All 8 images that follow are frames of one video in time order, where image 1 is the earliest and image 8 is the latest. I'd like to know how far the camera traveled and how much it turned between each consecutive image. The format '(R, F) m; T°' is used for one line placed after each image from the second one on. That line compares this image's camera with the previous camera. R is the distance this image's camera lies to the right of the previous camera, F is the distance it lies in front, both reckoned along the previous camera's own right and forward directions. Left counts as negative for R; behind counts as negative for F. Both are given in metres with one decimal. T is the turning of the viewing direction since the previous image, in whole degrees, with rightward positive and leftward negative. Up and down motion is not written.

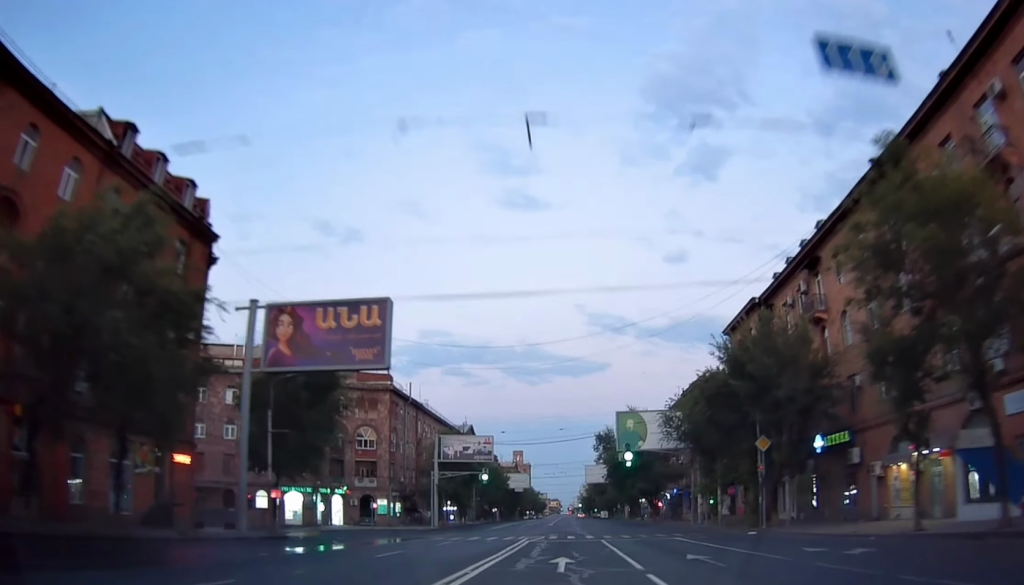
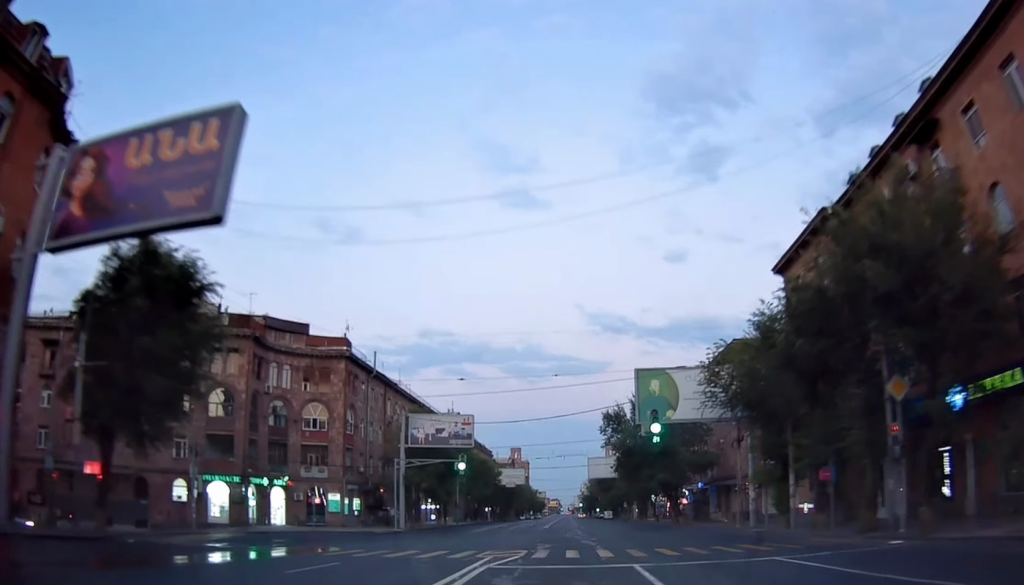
(-0.7, +16.6) m; +1°
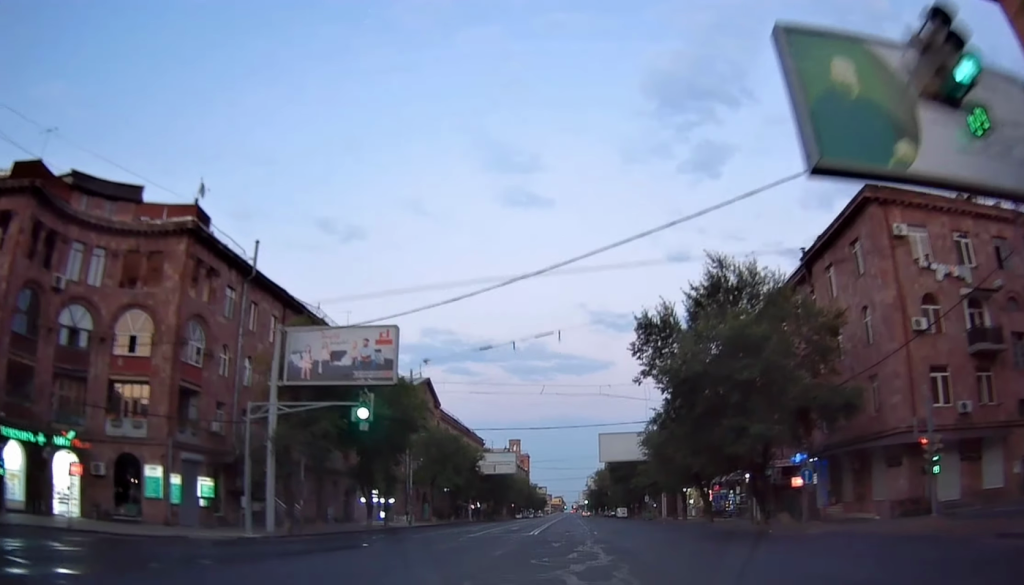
(+0.6, +29.7) m; 0°
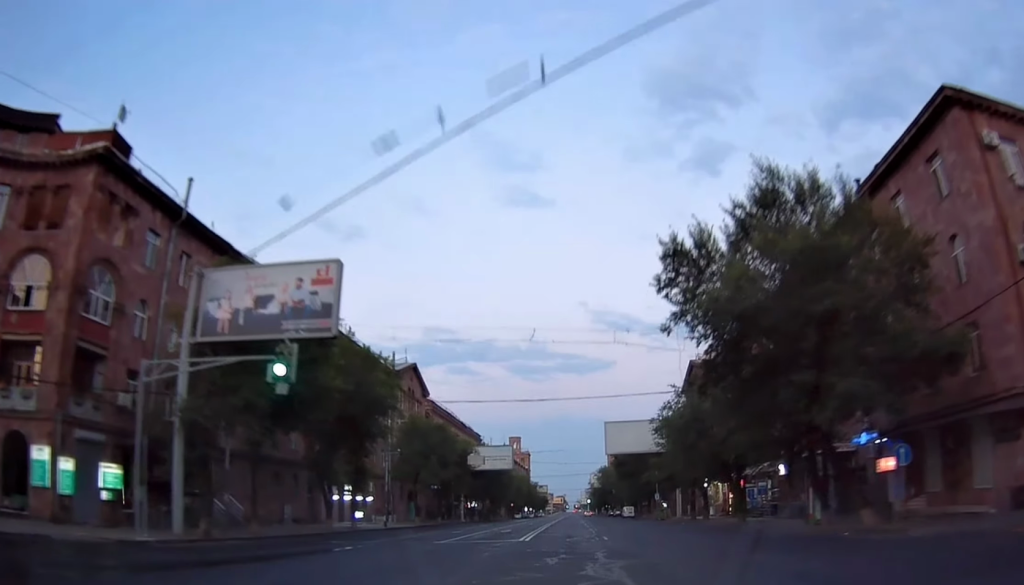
(-0.2, +9.3) m; -1°
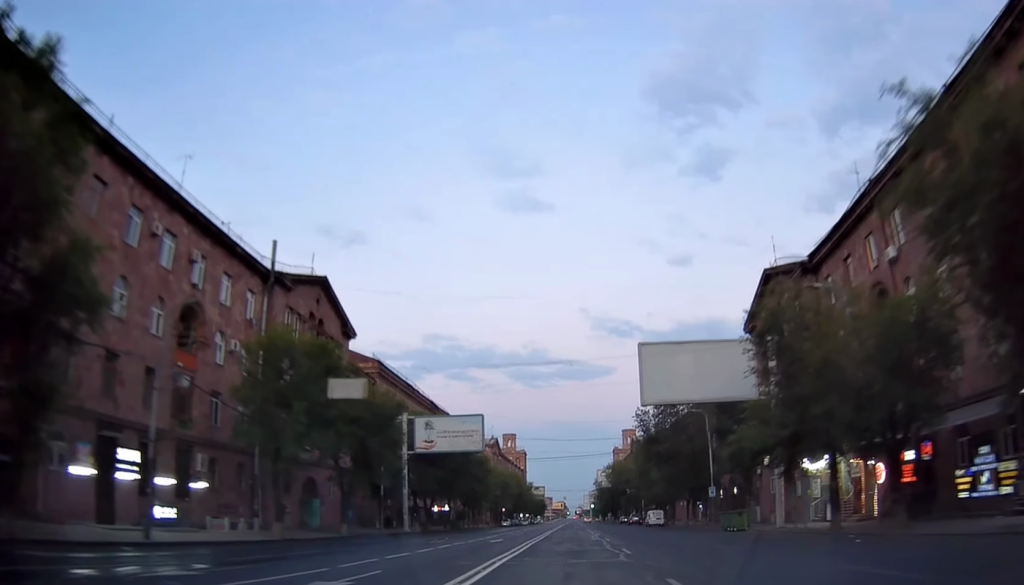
(-0.1, +34.1) m; -2°
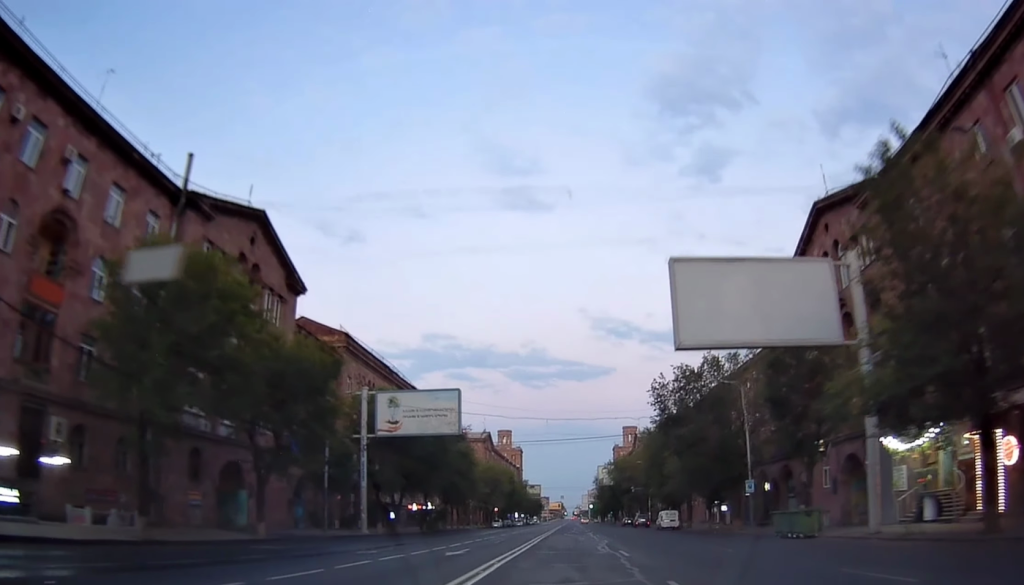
(0.0, +12.3) m; +1°
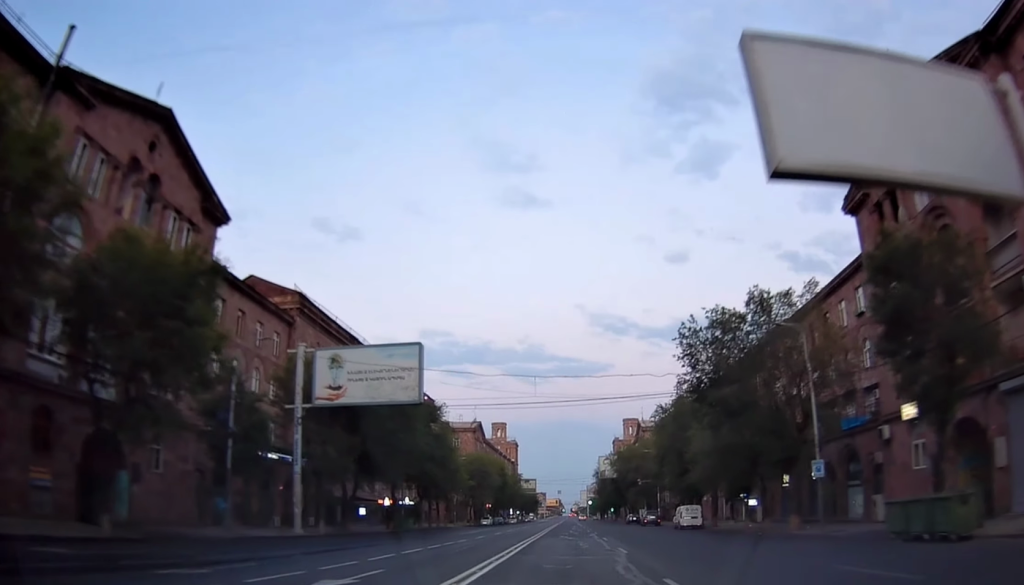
(+0.2, +12.4) m; +1°
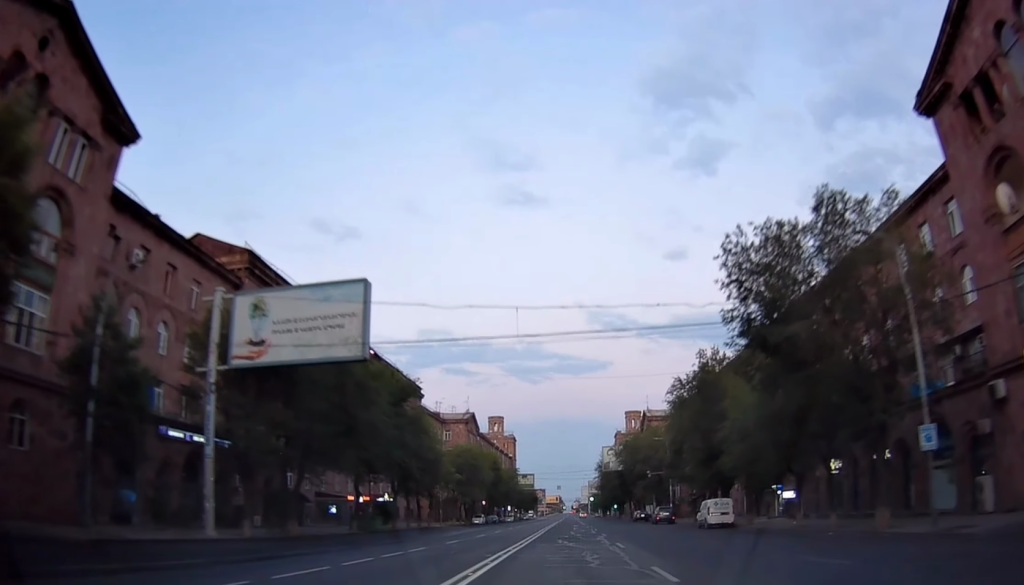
(+0.1, +10.3) m; +1°
